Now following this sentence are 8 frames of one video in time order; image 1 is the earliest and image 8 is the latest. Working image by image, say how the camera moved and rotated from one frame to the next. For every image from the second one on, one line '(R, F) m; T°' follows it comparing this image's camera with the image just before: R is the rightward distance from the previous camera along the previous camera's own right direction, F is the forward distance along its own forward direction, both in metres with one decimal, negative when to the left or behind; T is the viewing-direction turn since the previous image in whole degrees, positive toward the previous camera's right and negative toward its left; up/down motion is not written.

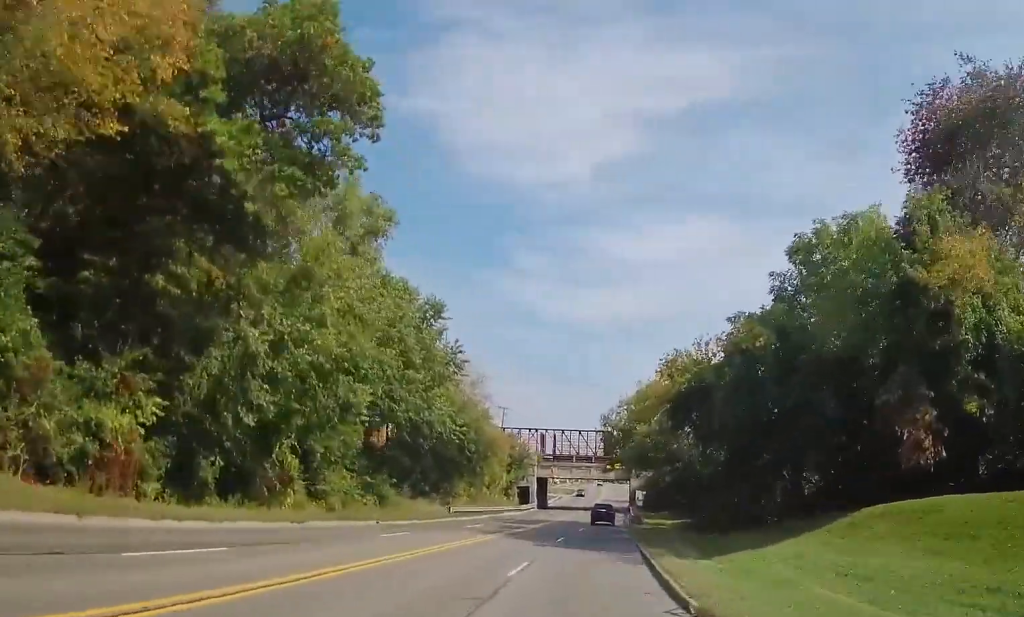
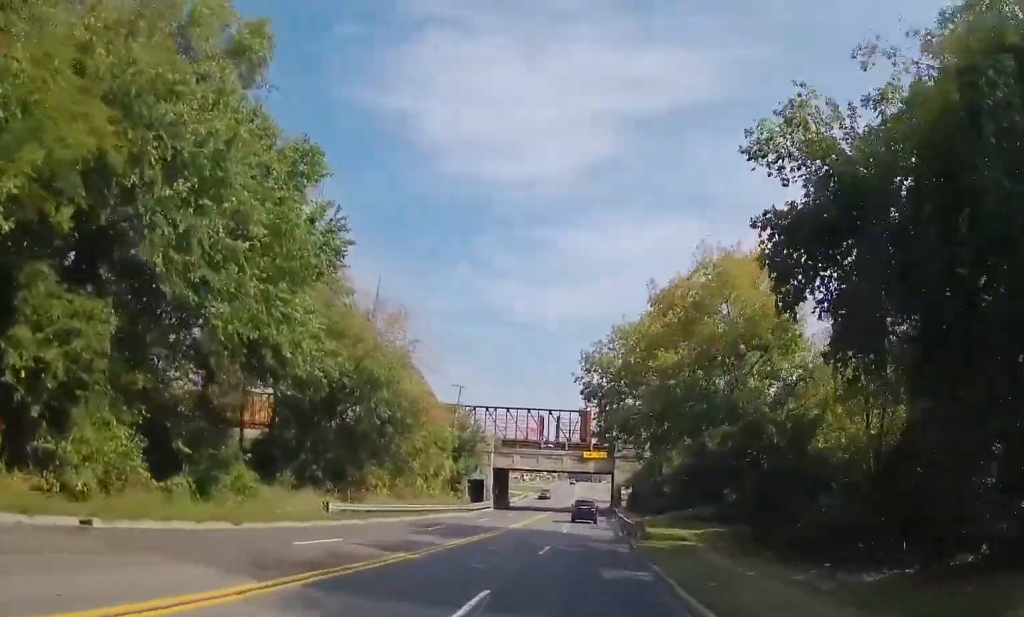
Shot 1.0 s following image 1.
(+0.7, +22.2) m; +3°
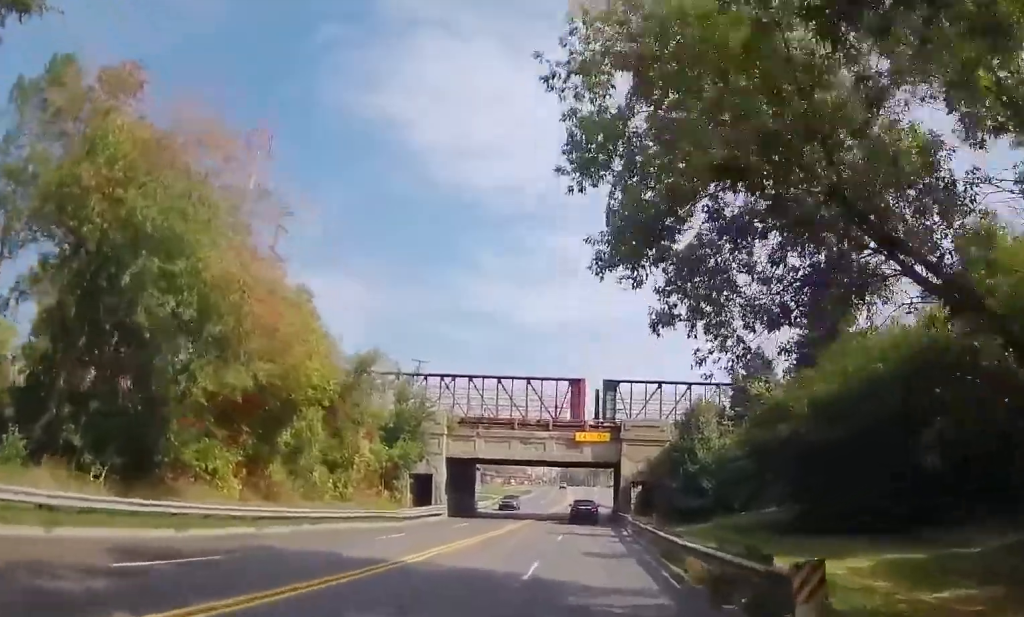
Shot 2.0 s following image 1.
(+0.6, +23.3) m; +2°
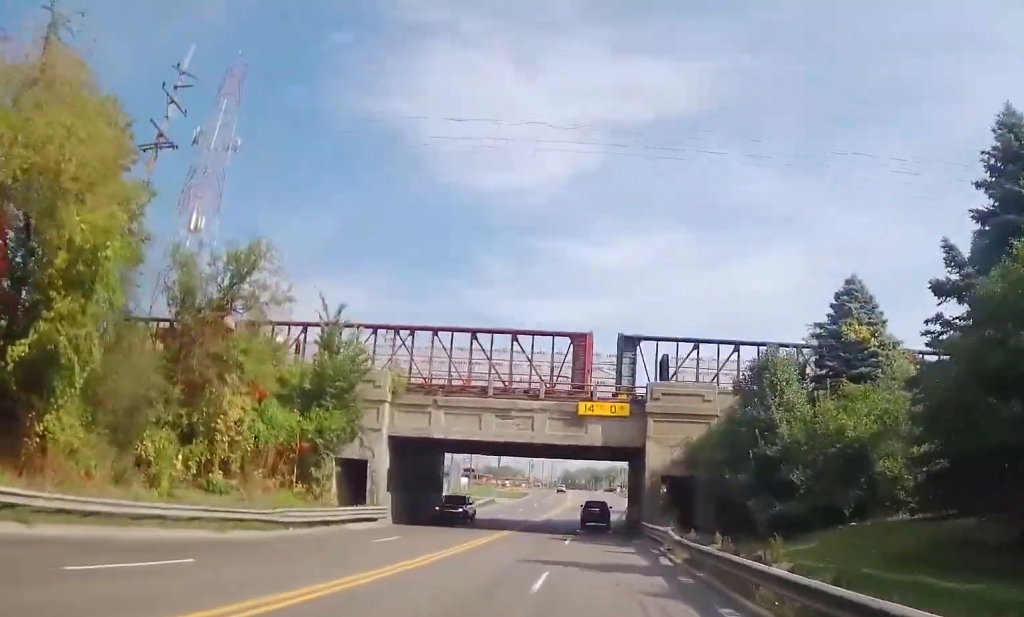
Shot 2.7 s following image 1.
(+0.2, +16.9) m; 0°
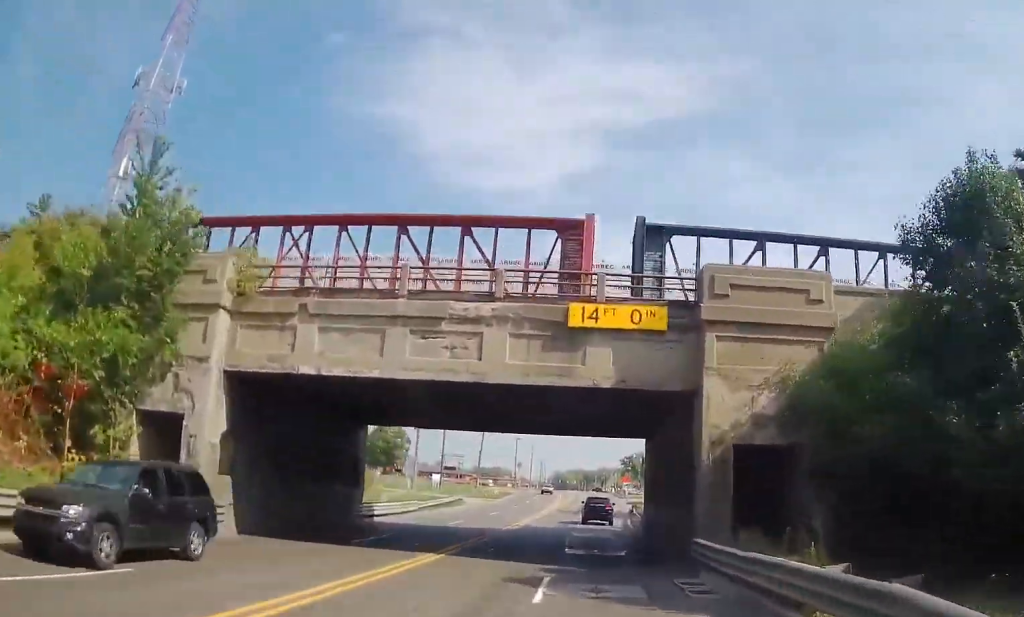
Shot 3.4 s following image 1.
(+0.1, +17.2) m; 0°
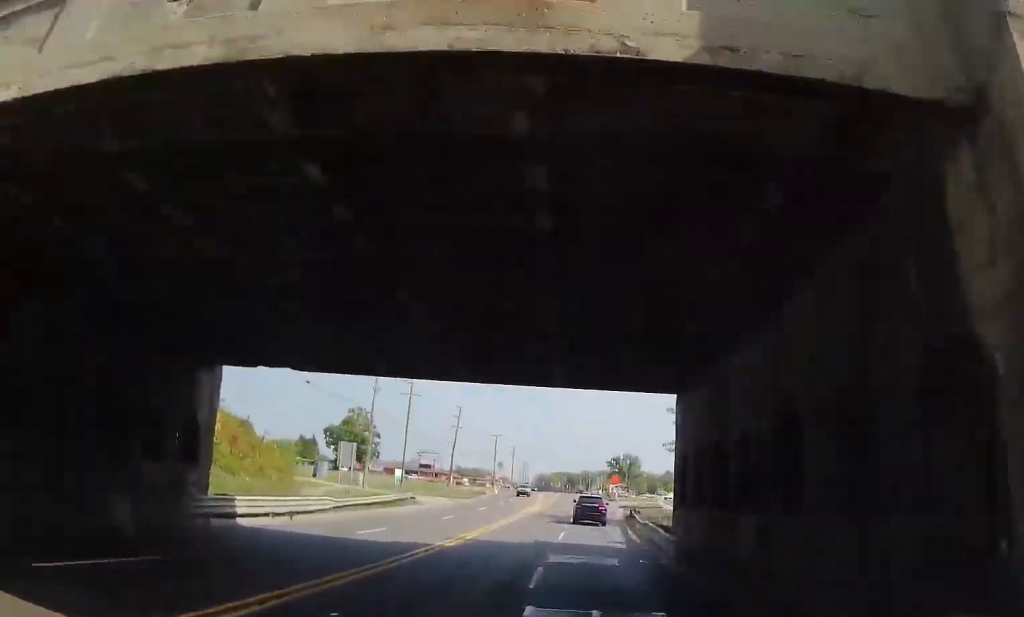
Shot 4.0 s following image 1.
(-0.4, +13.7) m; +1°
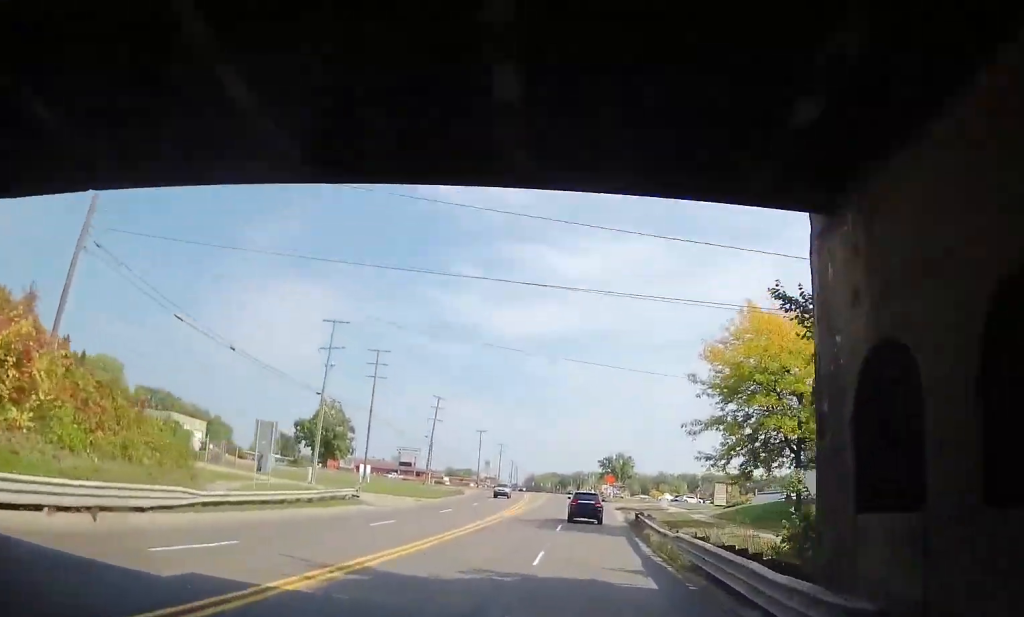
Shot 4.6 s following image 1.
(+0.1, +11.6) m; +1°
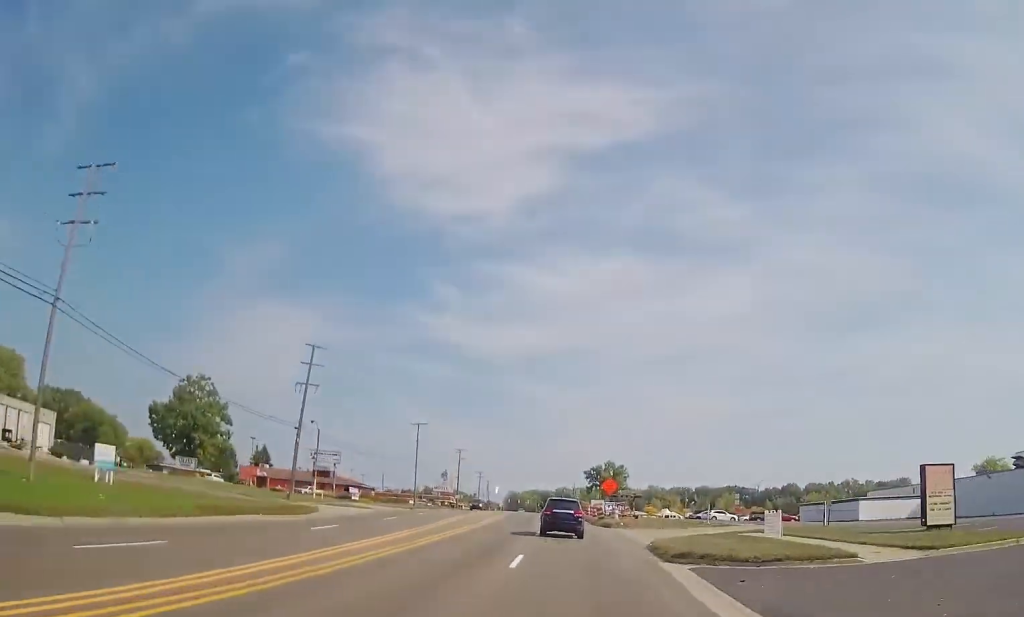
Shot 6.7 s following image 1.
(+1.6, +45.8) m; +2°
